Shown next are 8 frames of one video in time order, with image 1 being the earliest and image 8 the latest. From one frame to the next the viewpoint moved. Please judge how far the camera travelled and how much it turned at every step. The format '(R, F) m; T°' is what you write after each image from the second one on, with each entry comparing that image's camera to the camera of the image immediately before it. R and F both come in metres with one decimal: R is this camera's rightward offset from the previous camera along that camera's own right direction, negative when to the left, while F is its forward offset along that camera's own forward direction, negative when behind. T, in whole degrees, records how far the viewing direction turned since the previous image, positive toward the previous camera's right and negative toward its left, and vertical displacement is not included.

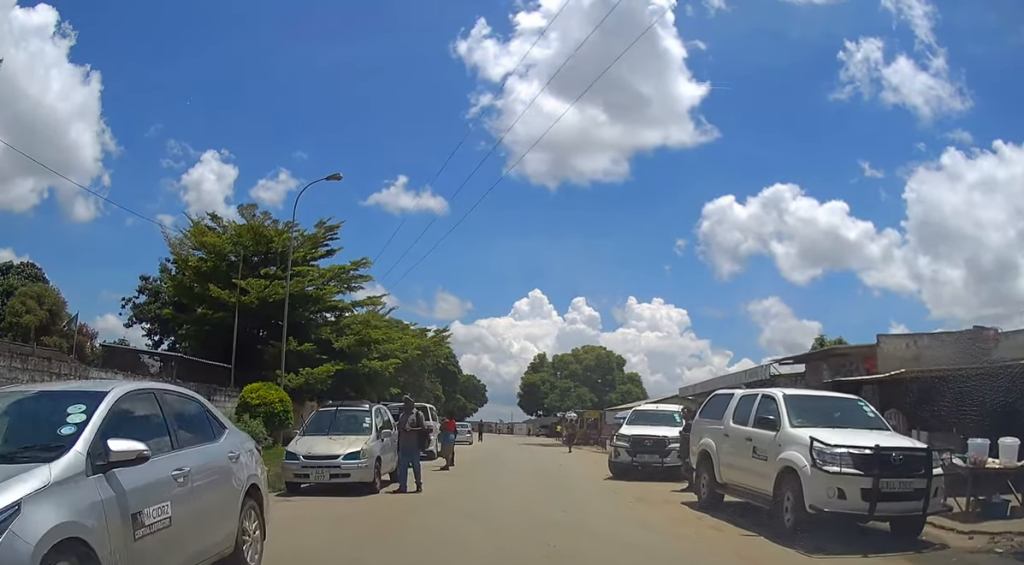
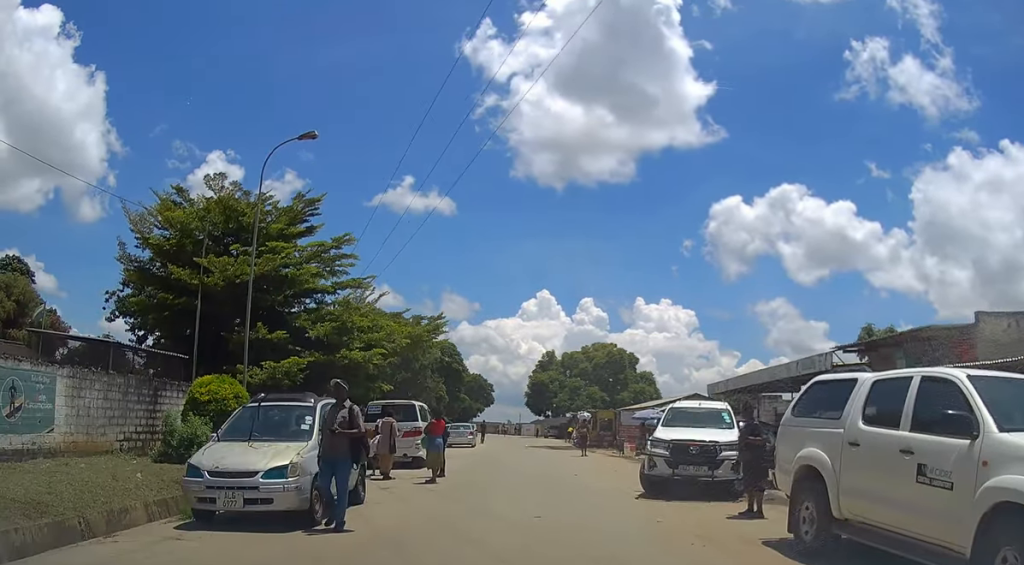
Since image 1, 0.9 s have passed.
(+0.2, +4.0) m; 0°
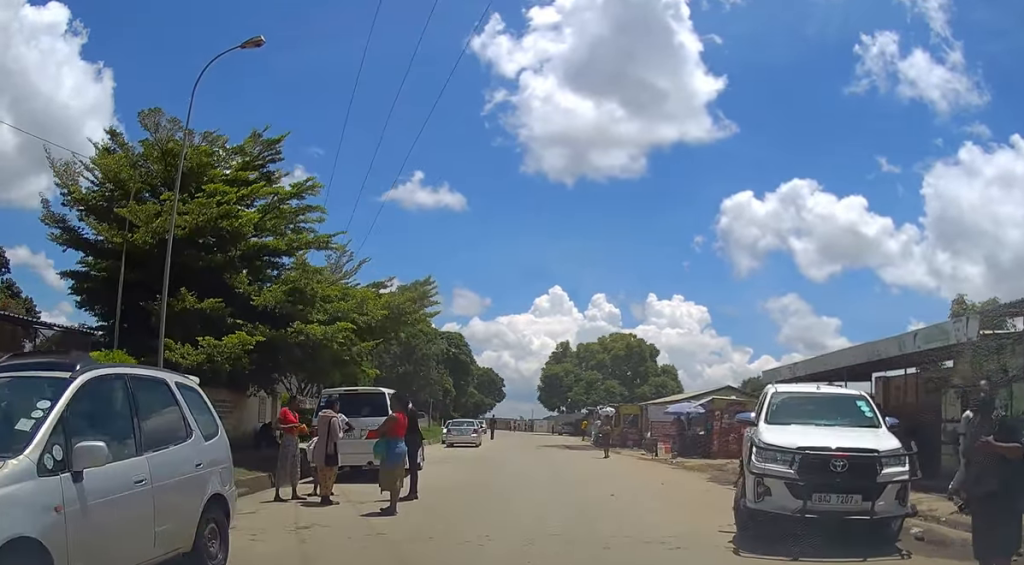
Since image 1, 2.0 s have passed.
(-0.2, +5.5) m; -2°
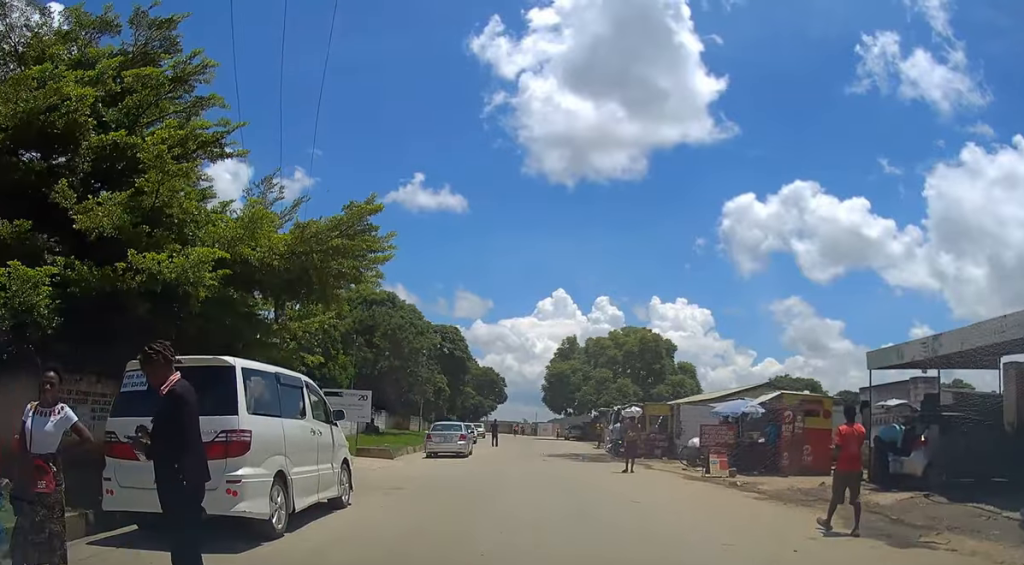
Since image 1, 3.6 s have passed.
(0.0, +7.6) m; 0°
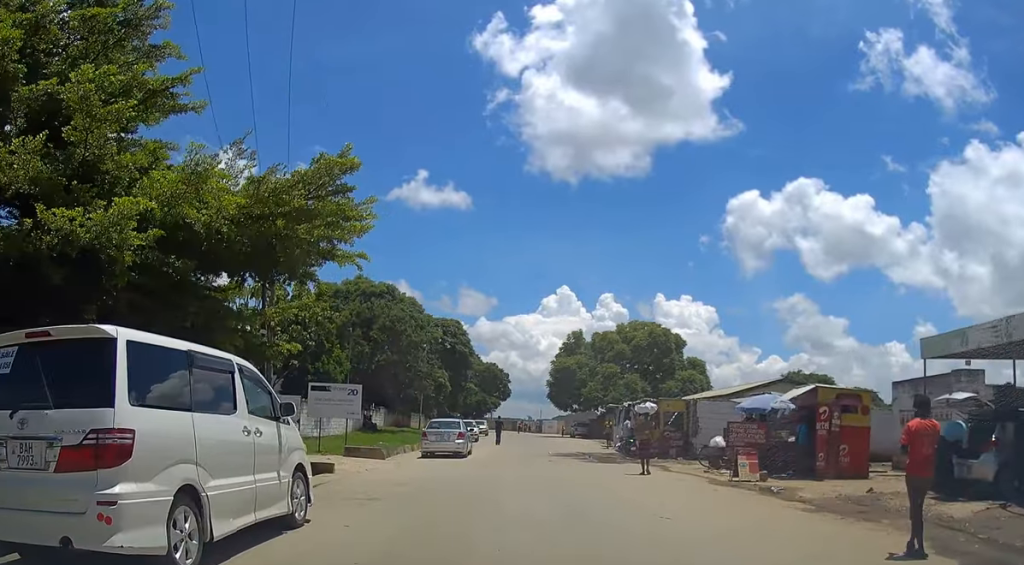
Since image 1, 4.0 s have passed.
(0.0, +2.3) m; 0°
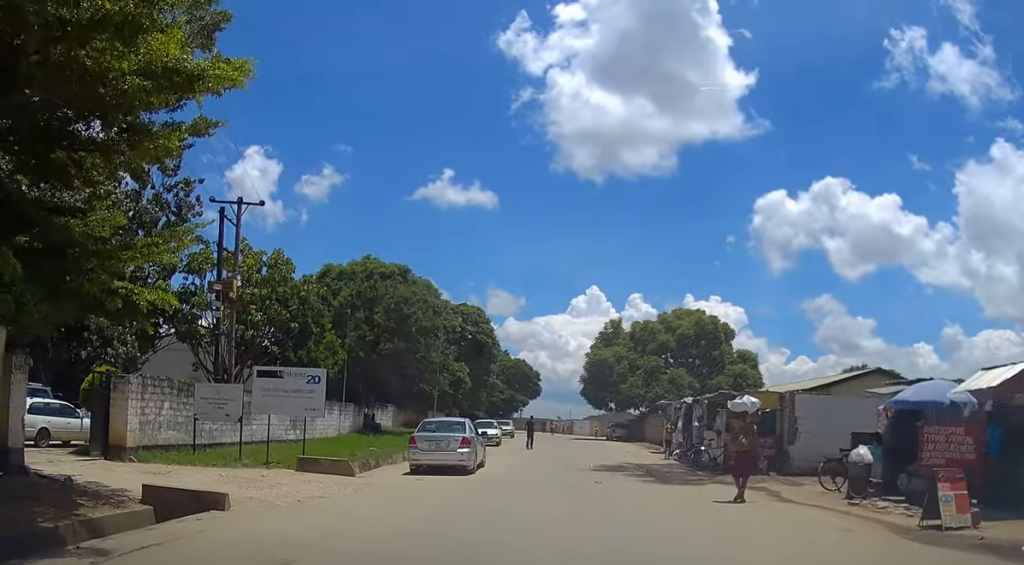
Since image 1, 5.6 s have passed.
(0.0, +7.8) m; 0°
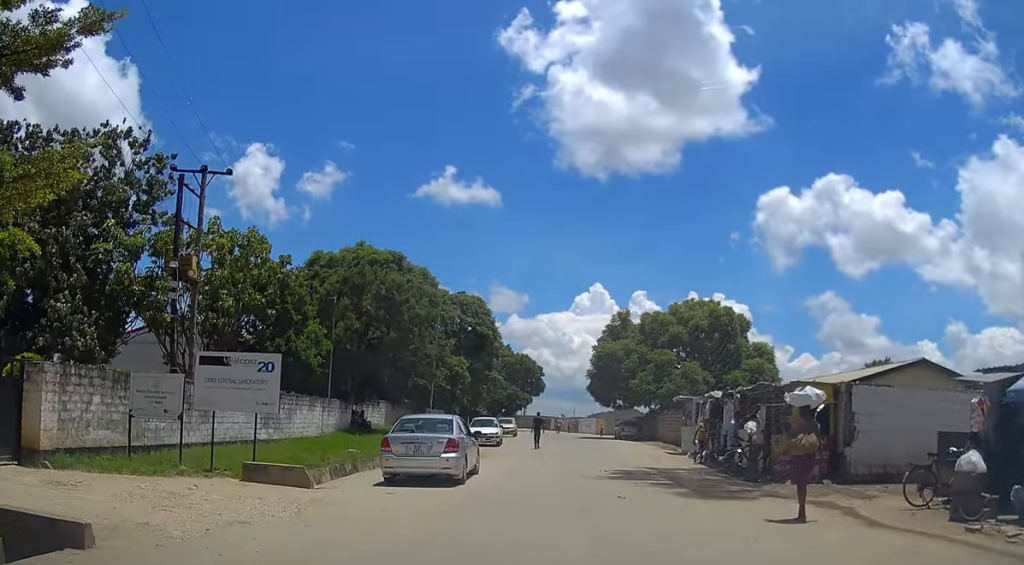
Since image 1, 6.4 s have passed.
(0.0, +3.7) m; -1°
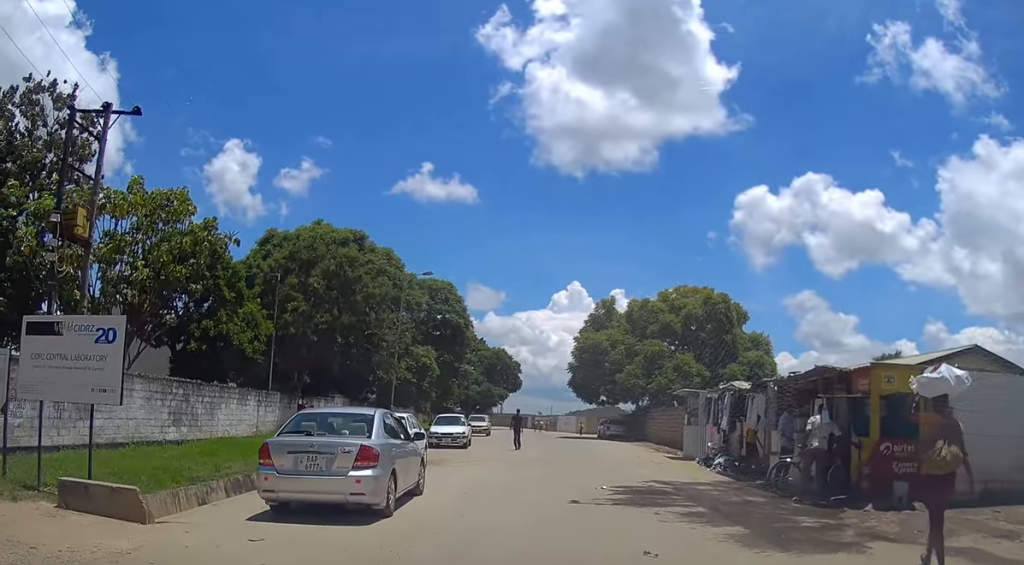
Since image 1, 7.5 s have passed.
(-0.1, +5.3) m; +1°
